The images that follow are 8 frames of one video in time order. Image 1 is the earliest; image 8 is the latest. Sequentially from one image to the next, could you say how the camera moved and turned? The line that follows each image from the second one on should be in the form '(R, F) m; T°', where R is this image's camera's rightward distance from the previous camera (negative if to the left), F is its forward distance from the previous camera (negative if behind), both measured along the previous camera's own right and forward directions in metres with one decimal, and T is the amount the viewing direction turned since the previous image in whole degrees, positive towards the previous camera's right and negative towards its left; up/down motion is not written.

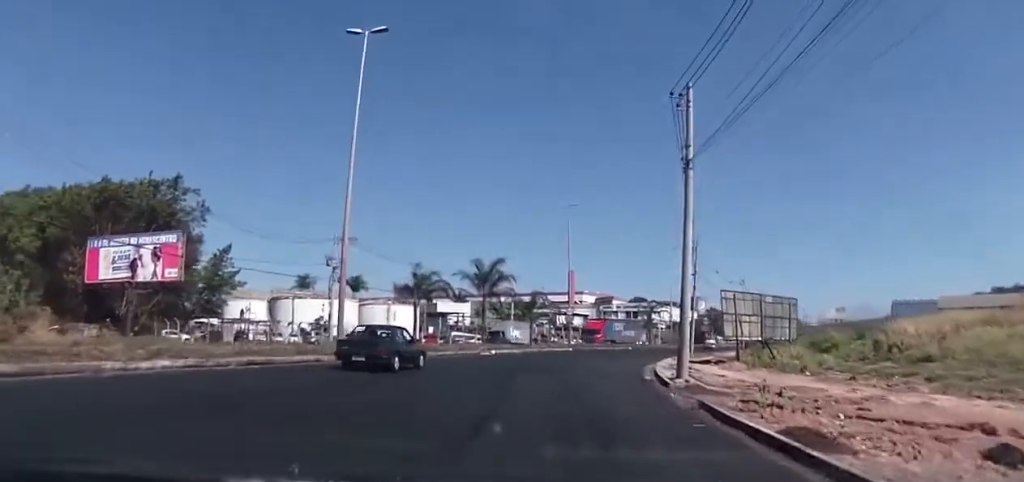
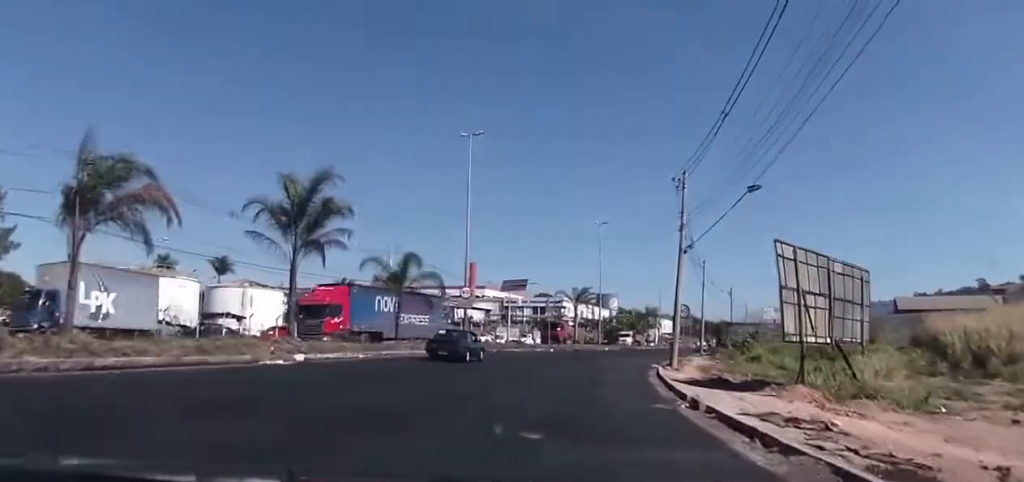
(+0.1, +6.2) m; +2°
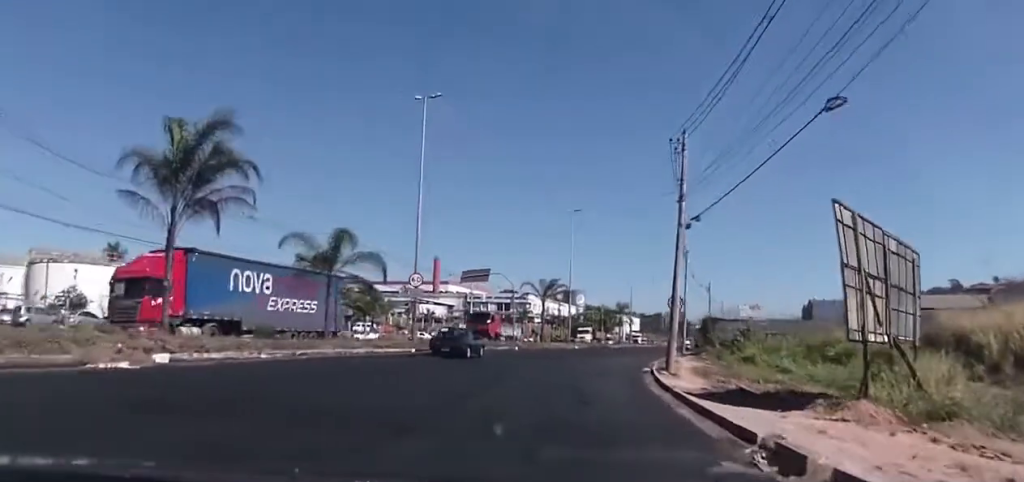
(0.0, +7.0) m; +3°
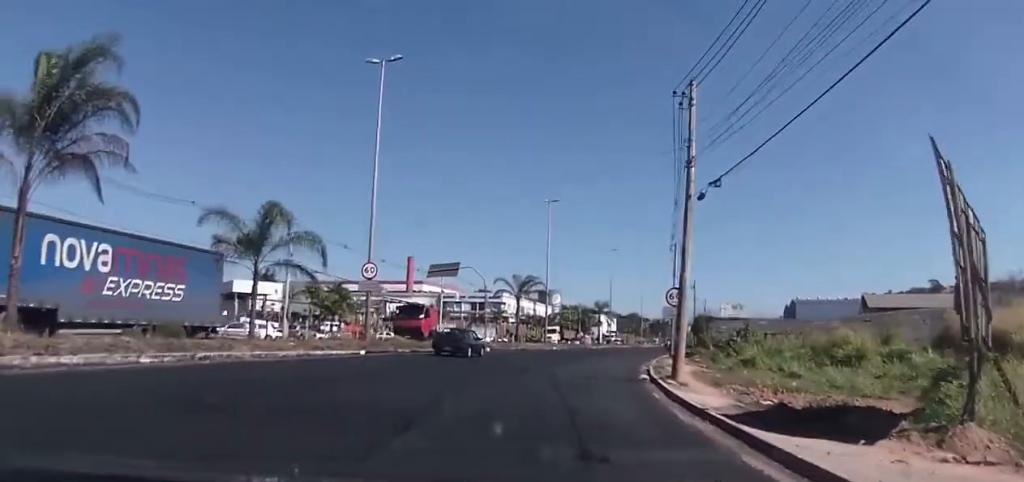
(0.0, +5.4) m; +2°
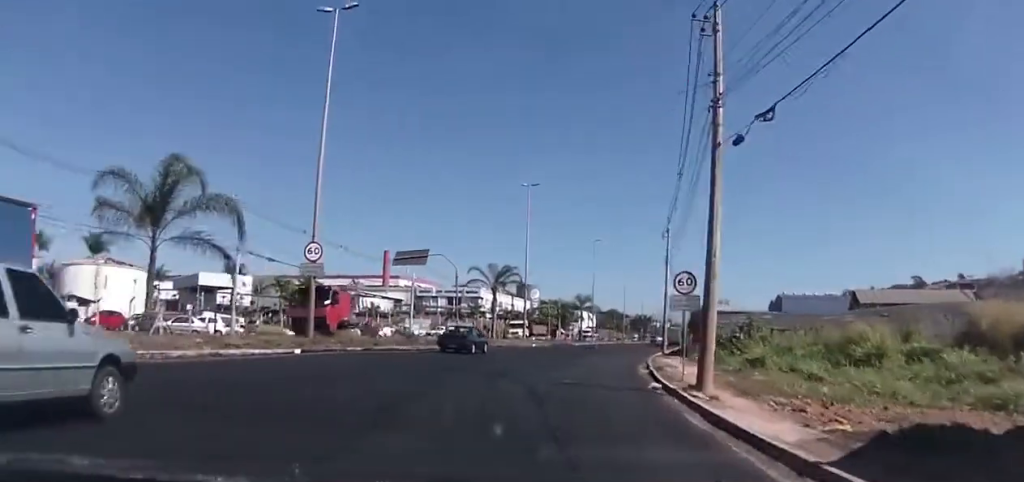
(+0.4, +5.5) m; +2°
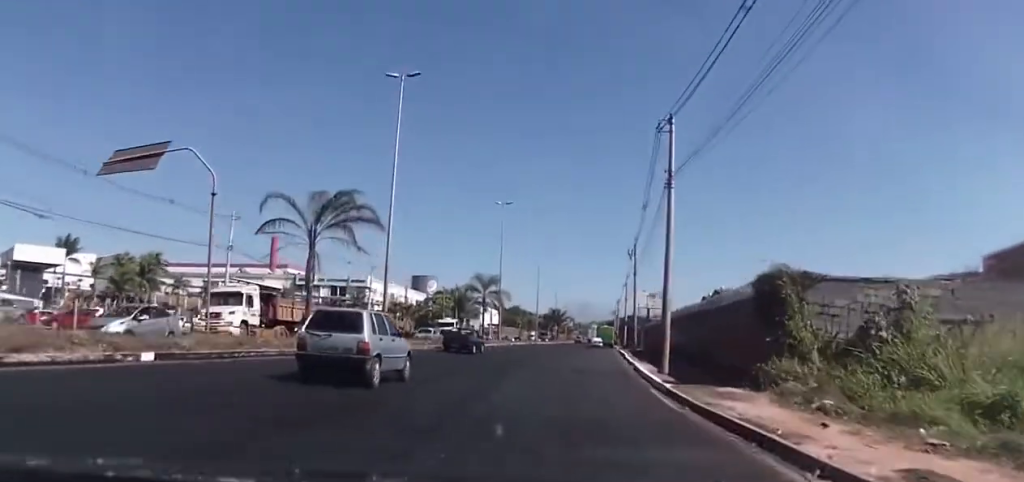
(+1.6, +26.1) m; +9°
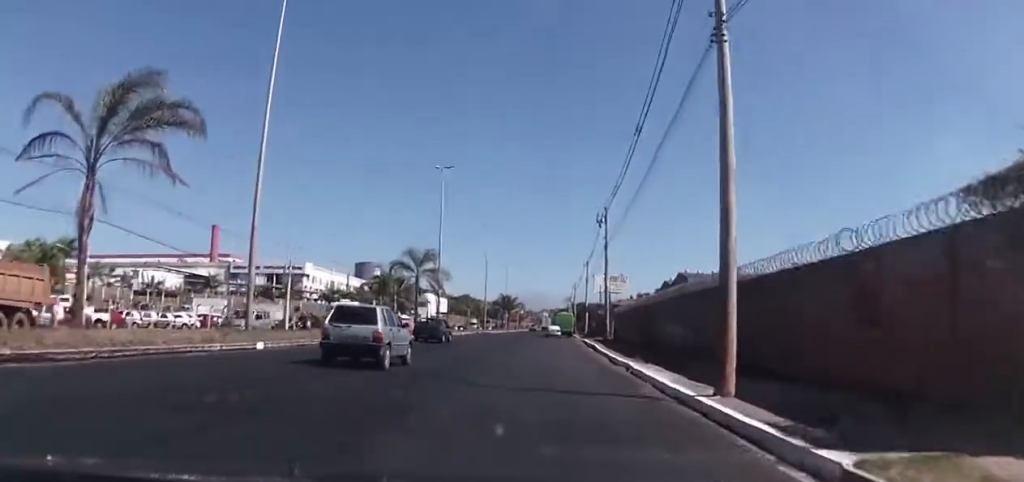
(+0.5, +11.9) m; +3°
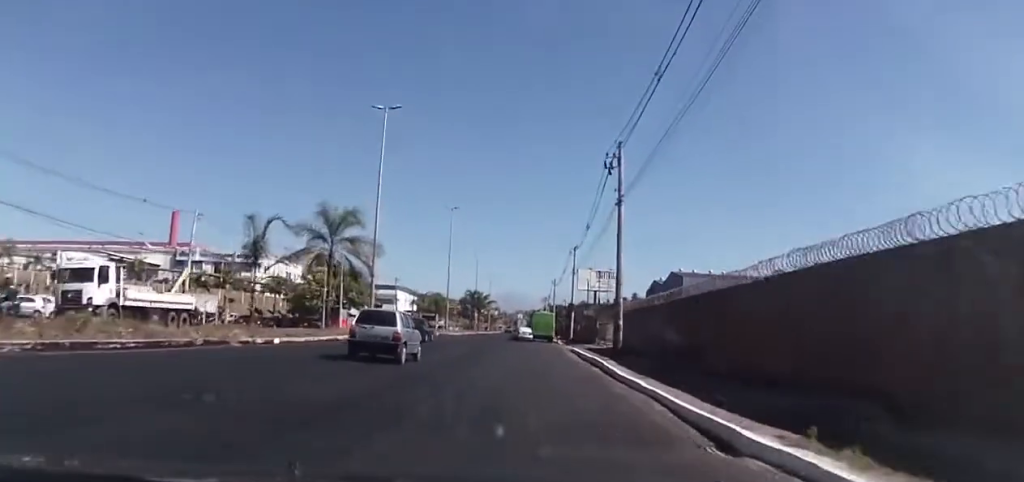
(+0.3, +17.4) m; +4°
